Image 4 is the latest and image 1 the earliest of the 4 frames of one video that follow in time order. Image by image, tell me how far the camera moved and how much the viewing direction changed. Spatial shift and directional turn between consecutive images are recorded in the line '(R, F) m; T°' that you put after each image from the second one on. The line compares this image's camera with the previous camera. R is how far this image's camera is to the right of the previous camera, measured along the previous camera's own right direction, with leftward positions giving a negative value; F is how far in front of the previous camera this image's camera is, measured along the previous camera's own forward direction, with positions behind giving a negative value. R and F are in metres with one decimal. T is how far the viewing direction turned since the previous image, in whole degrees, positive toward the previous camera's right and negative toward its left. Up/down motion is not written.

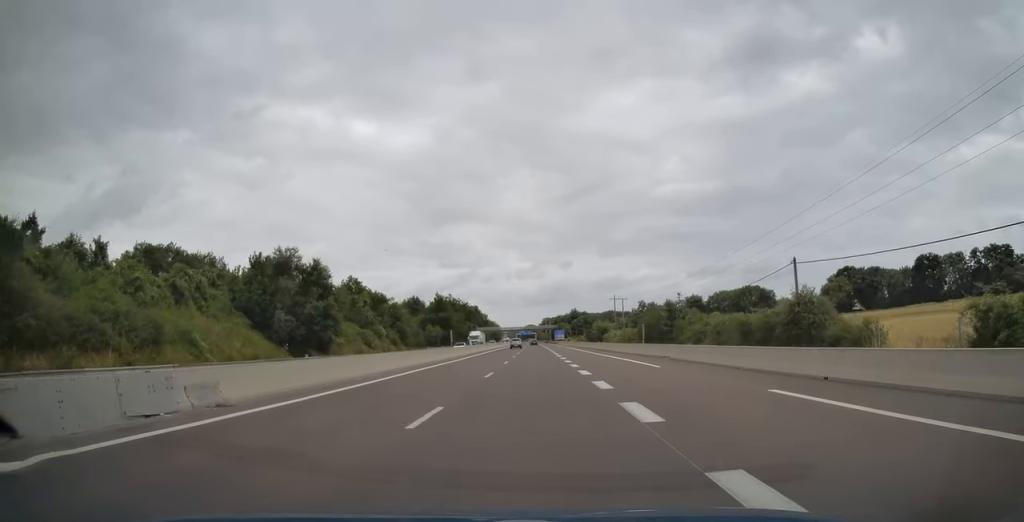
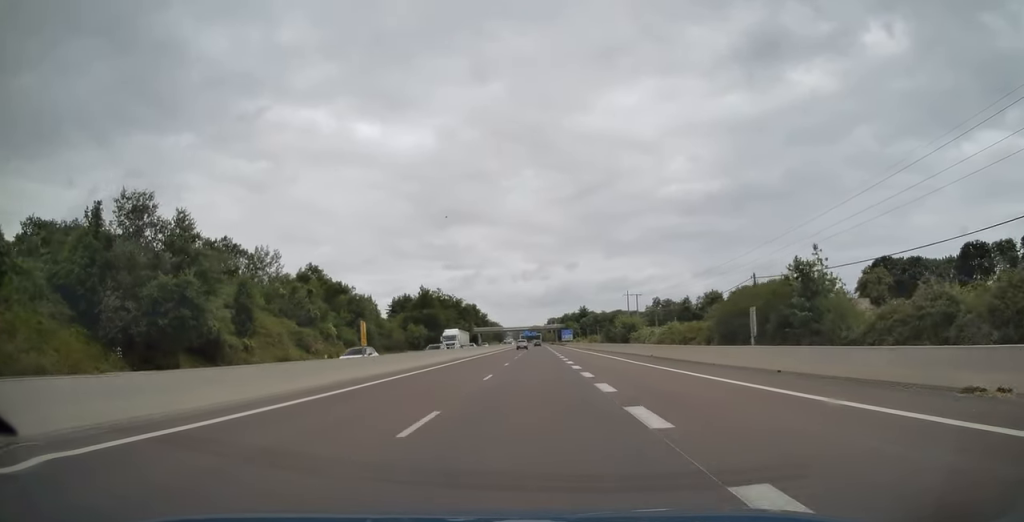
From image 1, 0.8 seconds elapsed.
(-0.2, +26.7) m; 0°
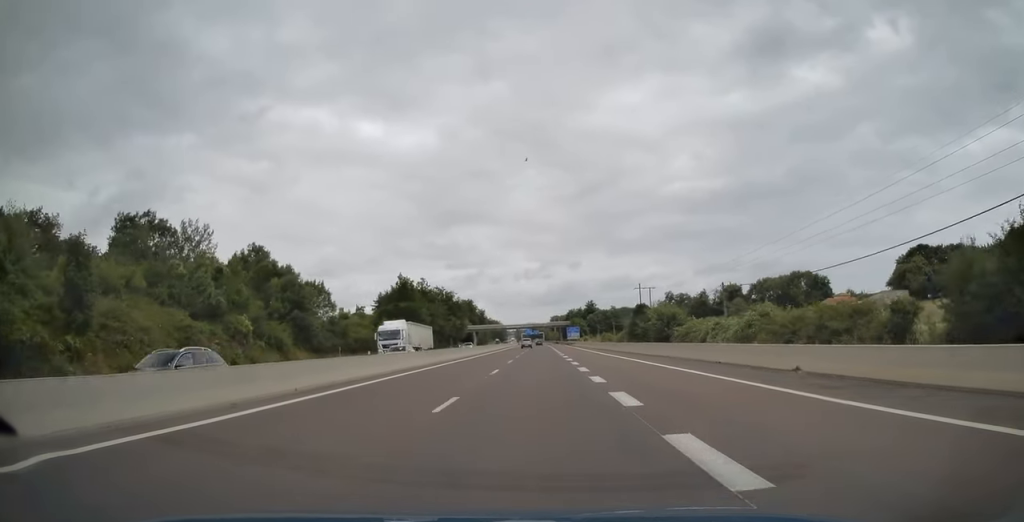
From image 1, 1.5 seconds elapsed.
(-0.1, +23.3) m; 0°
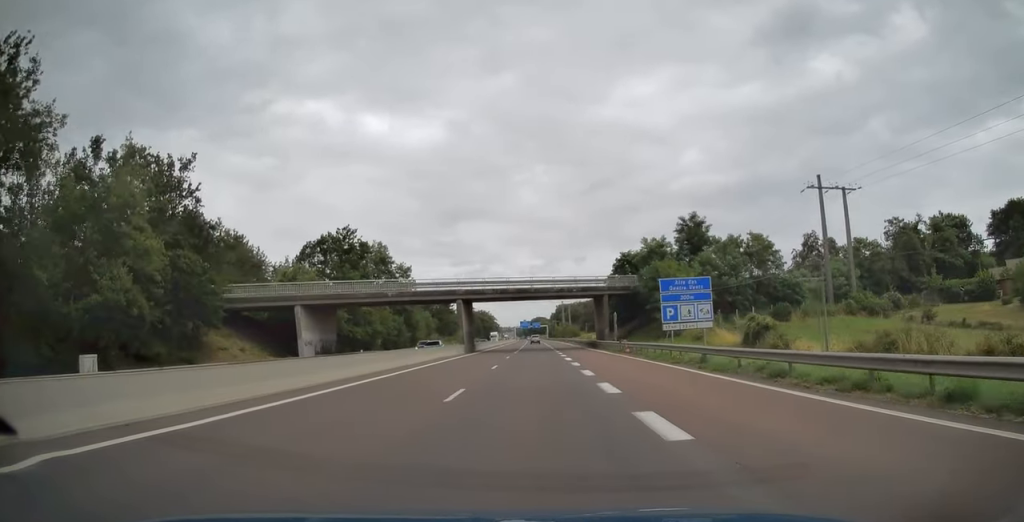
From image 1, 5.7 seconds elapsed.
(-0.8, +141.1) m; 0°
